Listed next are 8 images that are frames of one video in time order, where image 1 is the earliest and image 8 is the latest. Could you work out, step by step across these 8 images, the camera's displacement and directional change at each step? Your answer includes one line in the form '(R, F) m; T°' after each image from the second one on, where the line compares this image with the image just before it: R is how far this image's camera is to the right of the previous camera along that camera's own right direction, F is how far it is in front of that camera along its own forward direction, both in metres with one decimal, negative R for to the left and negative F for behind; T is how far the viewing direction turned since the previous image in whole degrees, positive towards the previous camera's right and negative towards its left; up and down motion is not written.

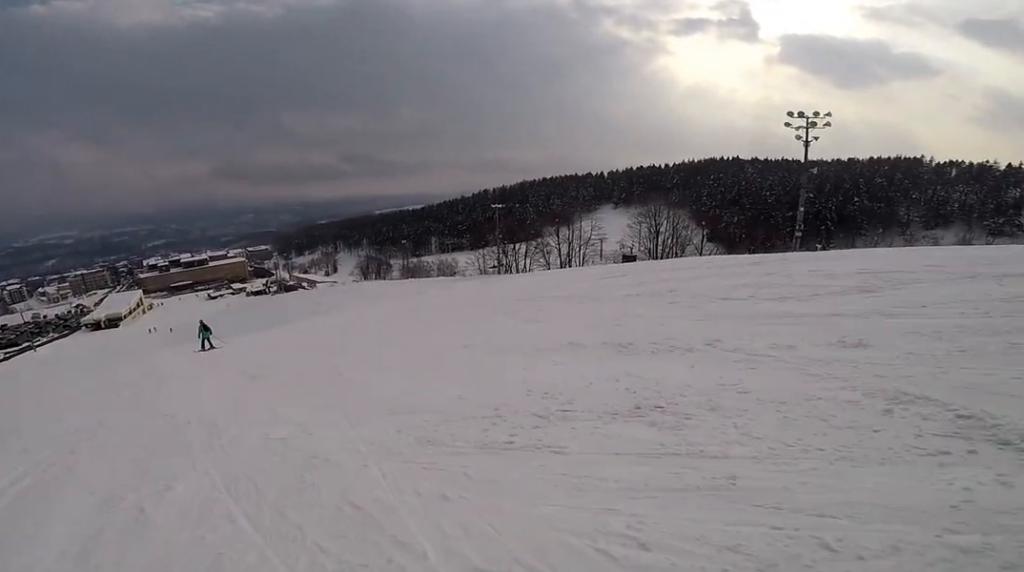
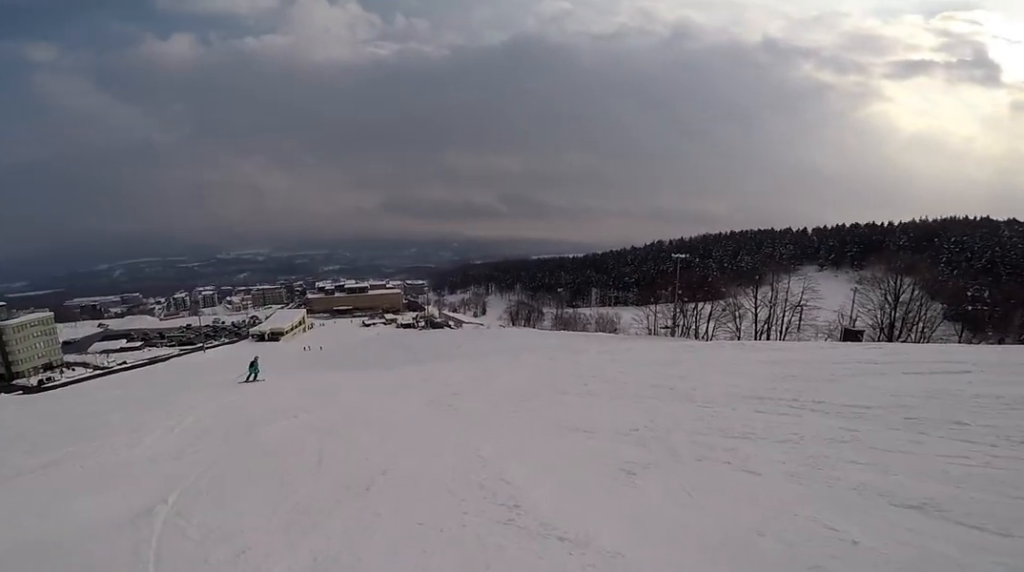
(-0.4, +7.2) m; -27°
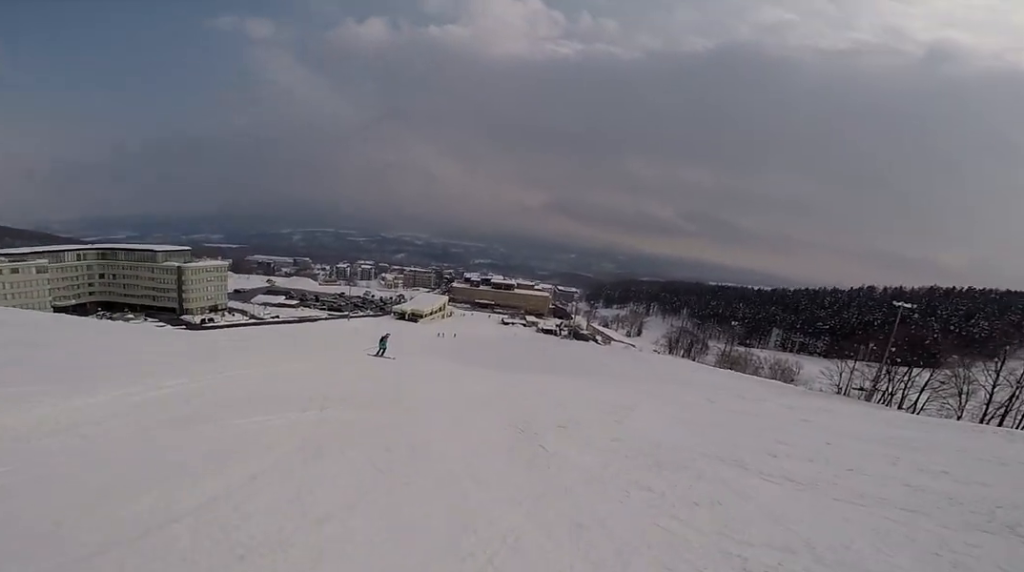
(-1.2, +3.3) m; -18°
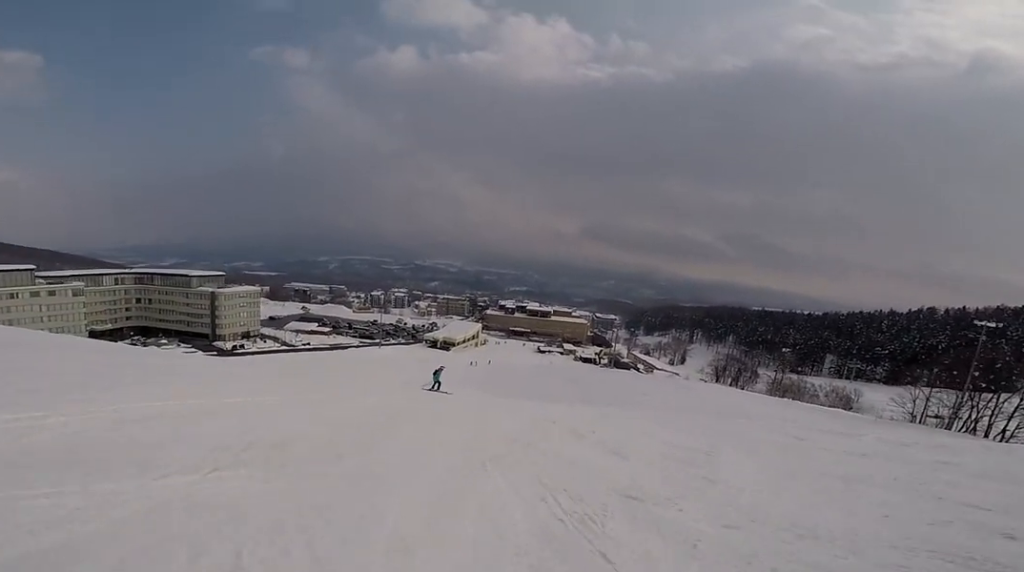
(-0.7, +3.4) m; -13°
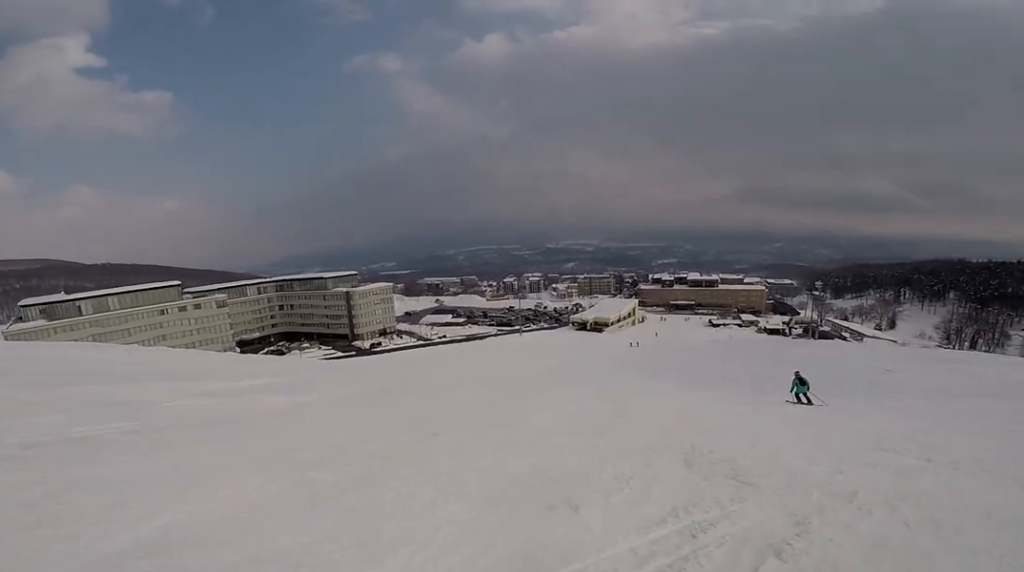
(-0.3, +9.8) m; -2°
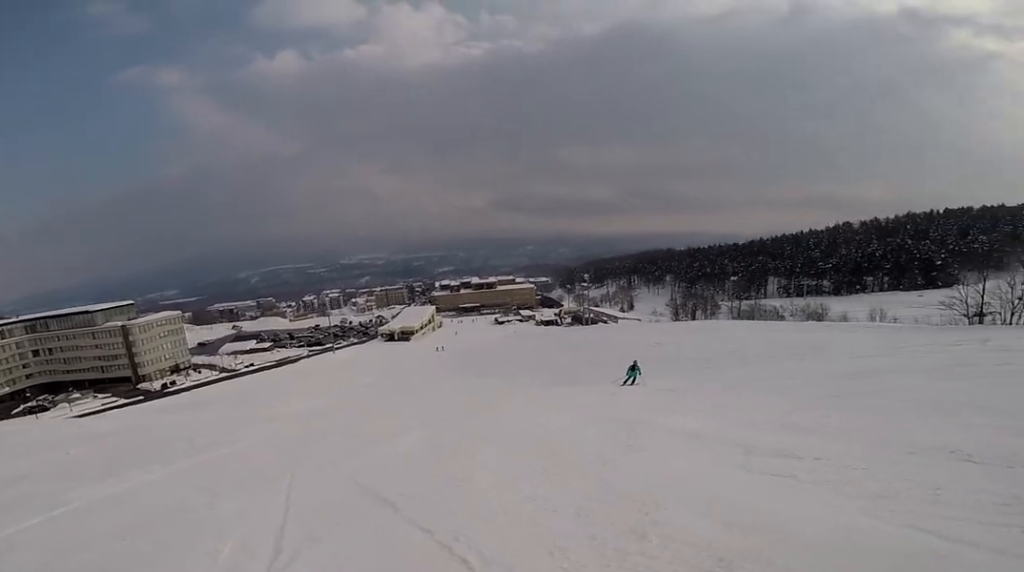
(+1.0, +6.8) m; +33°
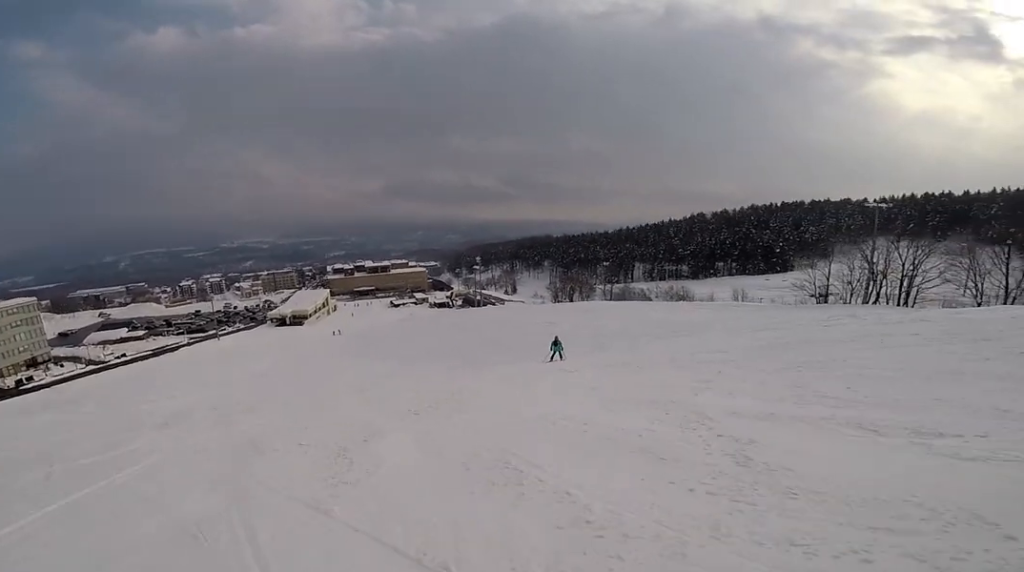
(+0.7, +2.7) m; +21°
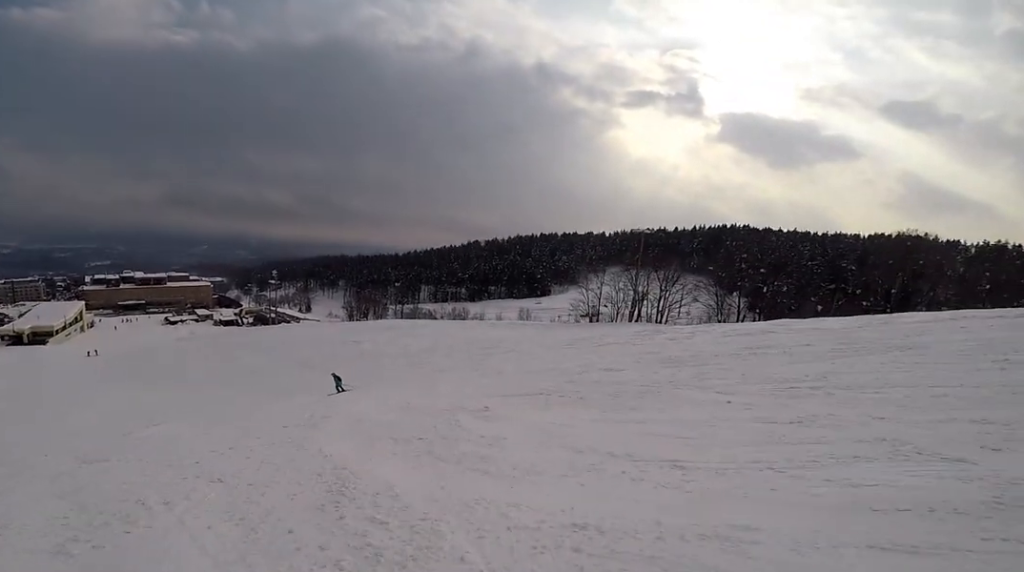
(+2.3, +7.2) m; +27°
